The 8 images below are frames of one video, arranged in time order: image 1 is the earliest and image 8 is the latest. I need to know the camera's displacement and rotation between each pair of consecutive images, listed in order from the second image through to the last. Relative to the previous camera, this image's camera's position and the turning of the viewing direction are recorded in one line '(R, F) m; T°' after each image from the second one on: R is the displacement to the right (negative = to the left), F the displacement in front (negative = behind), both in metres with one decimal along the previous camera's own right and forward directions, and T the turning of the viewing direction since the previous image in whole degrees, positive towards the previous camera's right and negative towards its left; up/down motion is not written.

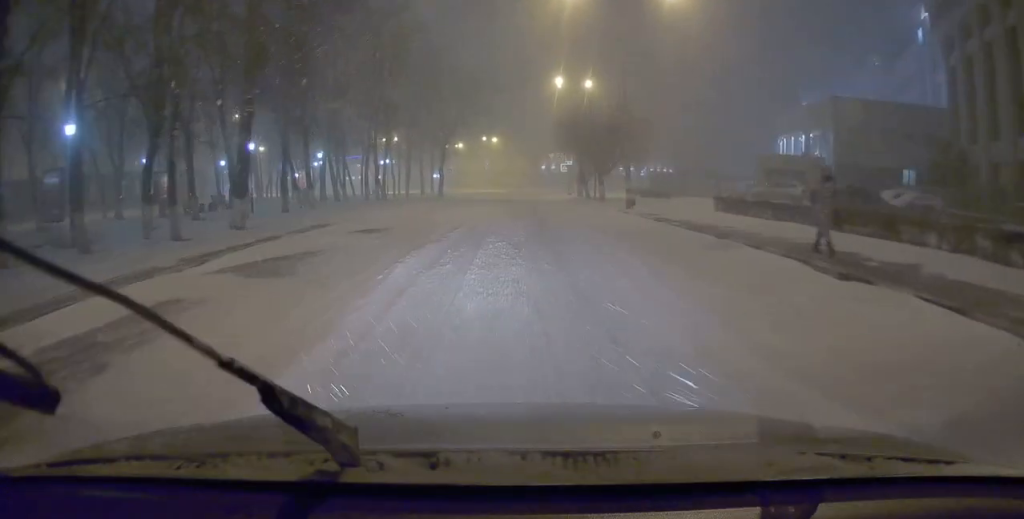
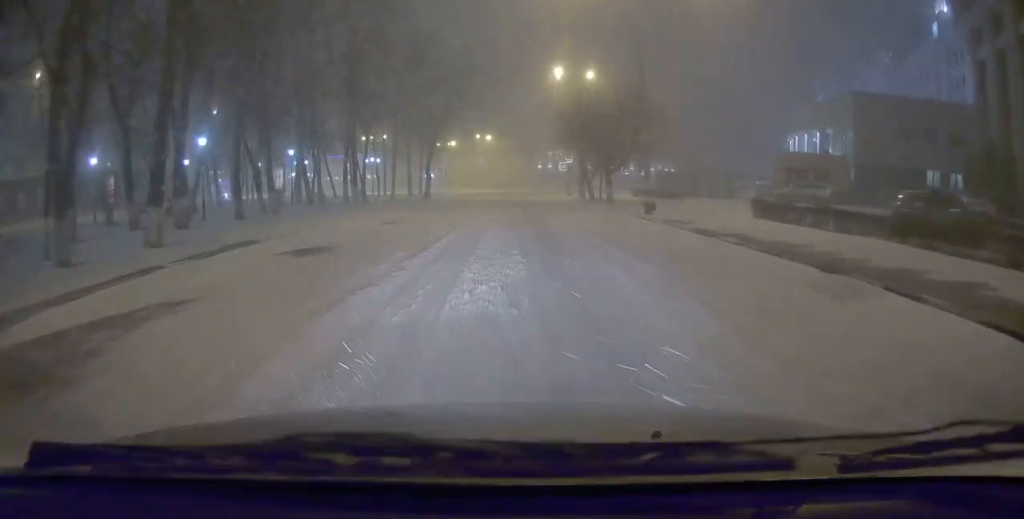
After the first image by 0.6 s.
(0.0, +5.5) m; 0°
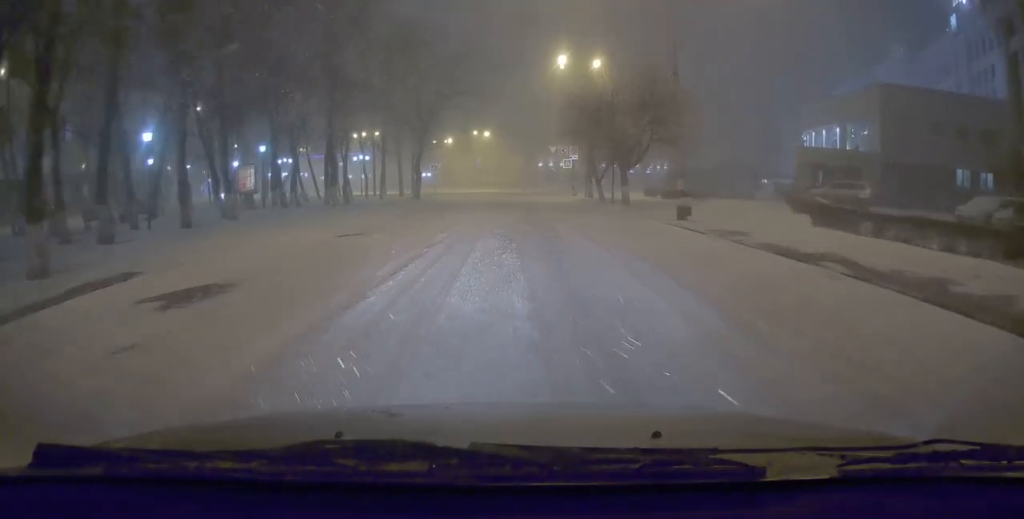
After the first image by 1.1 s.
(+0.1, +5.1) m; 0°
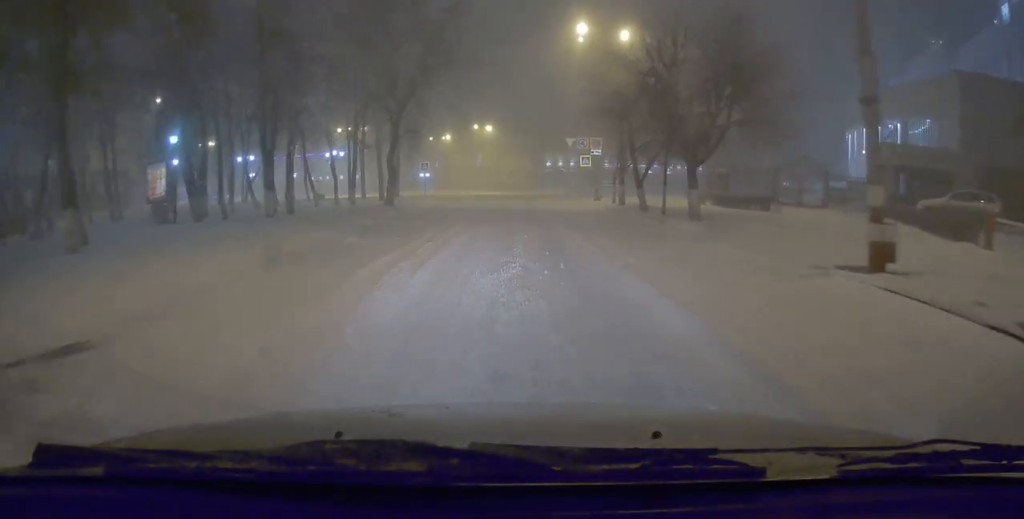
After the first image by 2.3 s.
(0.0, +11.4) m; 0°
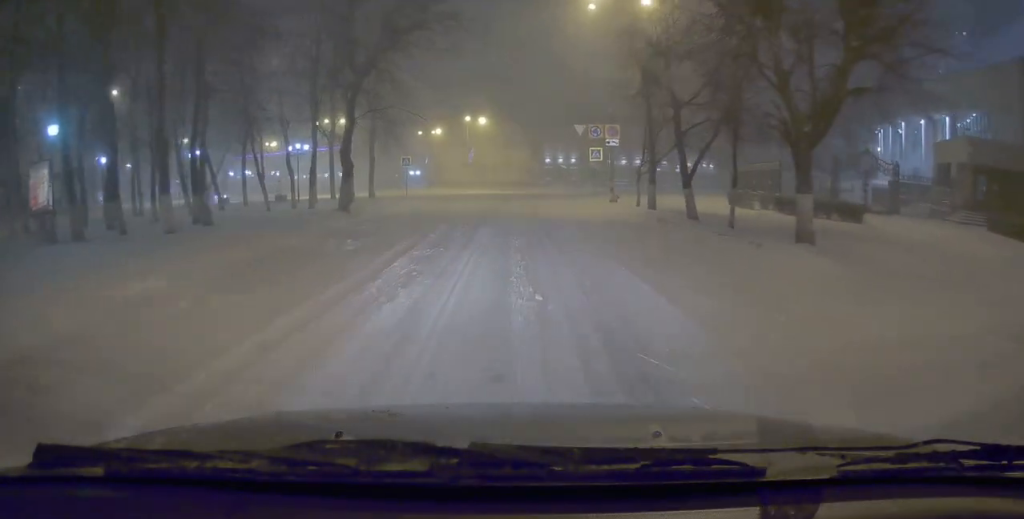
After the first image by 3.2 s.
(0.0, +8.2) m; -1°
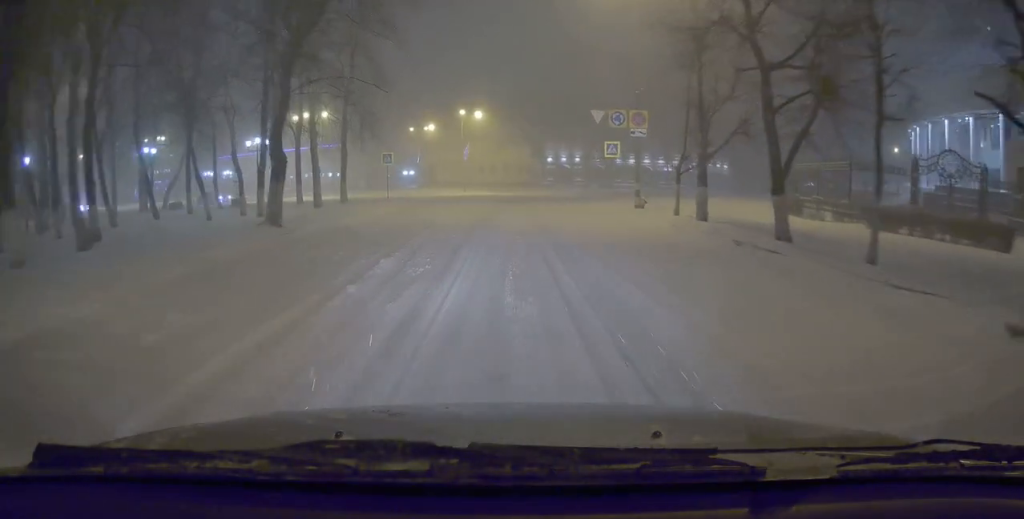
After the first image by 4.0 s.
(-0.1, +7.2) m; -1°
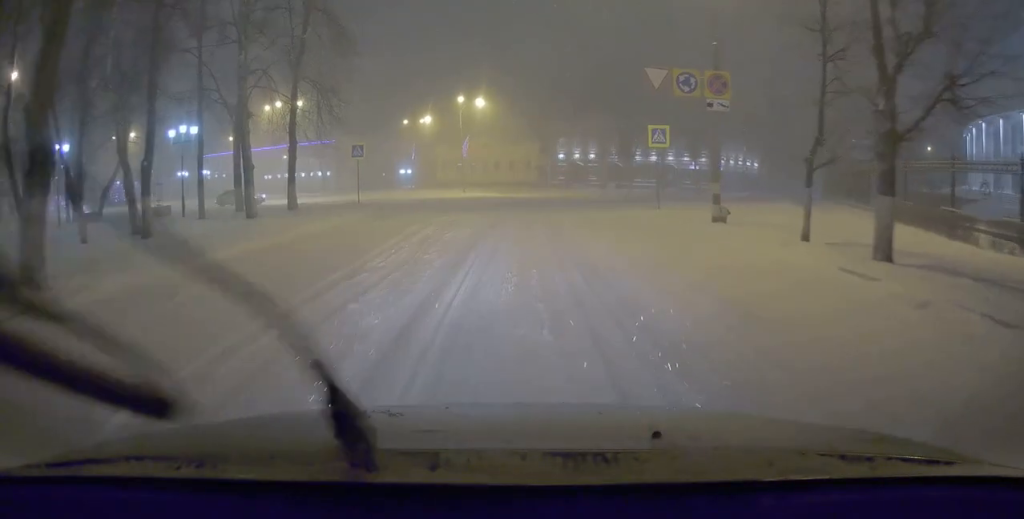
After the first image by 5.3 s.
(-0.1, +10.0) m; 0°
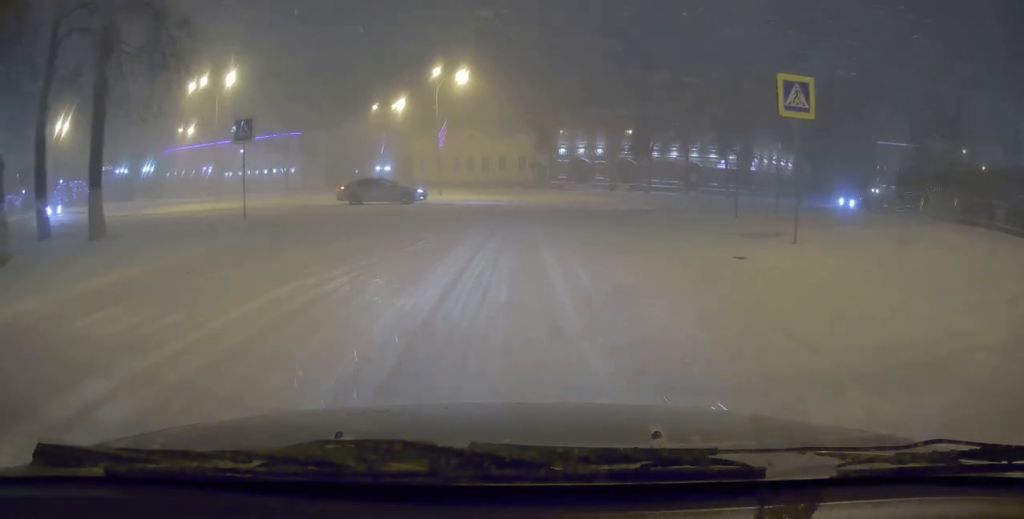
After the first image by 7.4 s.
(+0.5, +13.8) m; +2°
